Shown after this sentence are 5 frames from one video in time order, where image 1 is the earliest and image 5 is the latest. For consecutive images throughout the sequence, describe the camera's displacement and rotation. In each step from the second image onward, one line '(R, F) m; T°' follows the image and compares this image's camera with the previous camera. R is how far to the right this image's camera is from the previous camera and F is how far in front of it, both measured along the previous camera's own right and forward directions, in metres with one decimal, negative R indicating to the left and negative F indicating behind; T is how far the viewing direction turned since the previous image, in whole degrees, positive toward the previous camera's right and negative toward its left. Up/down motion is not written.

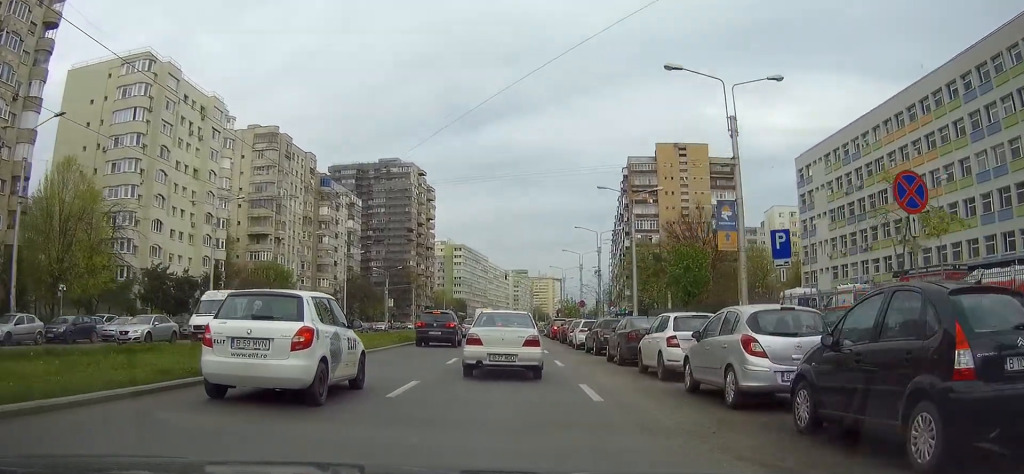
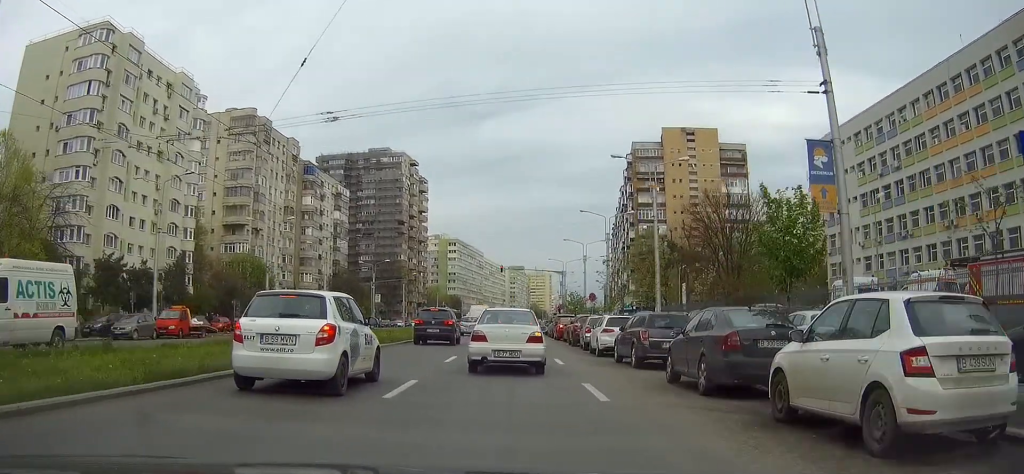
(+0.4, +9.3) m; +3°
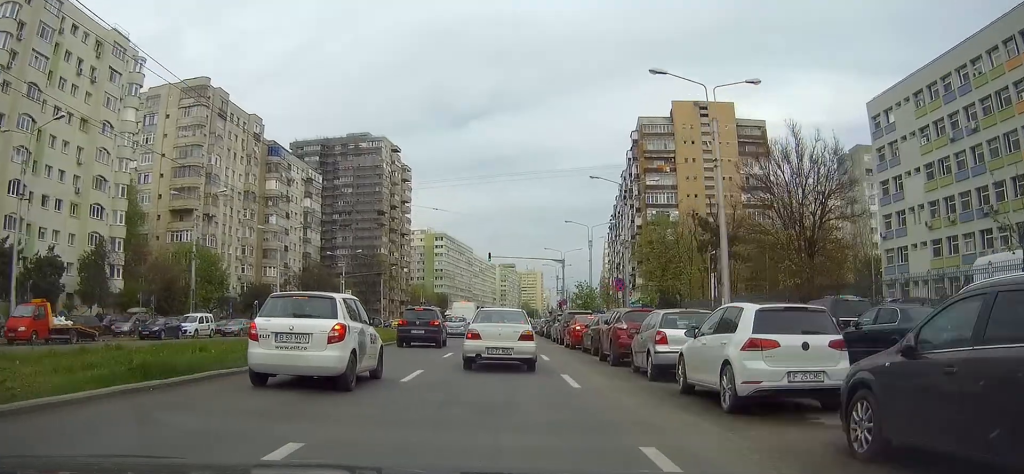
(-0.1, +16.2) m; -4°
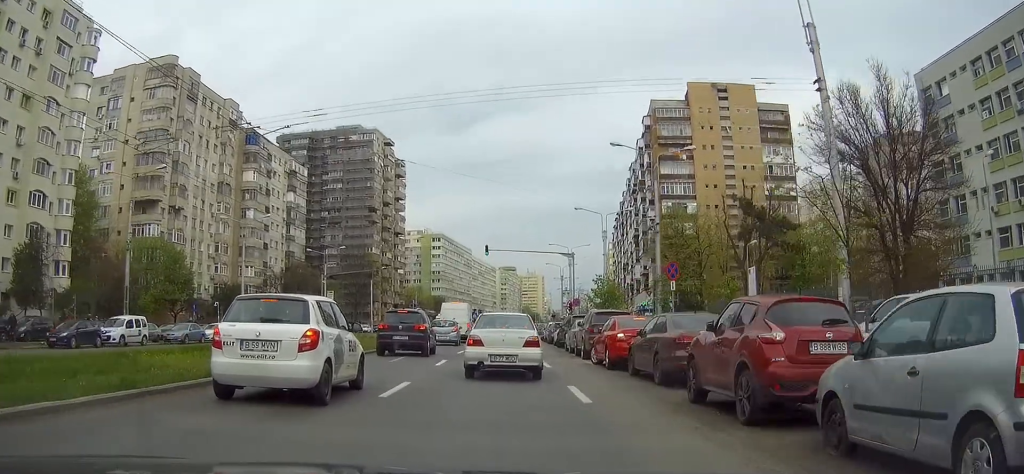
(-0.6, +11.2) m; +2°
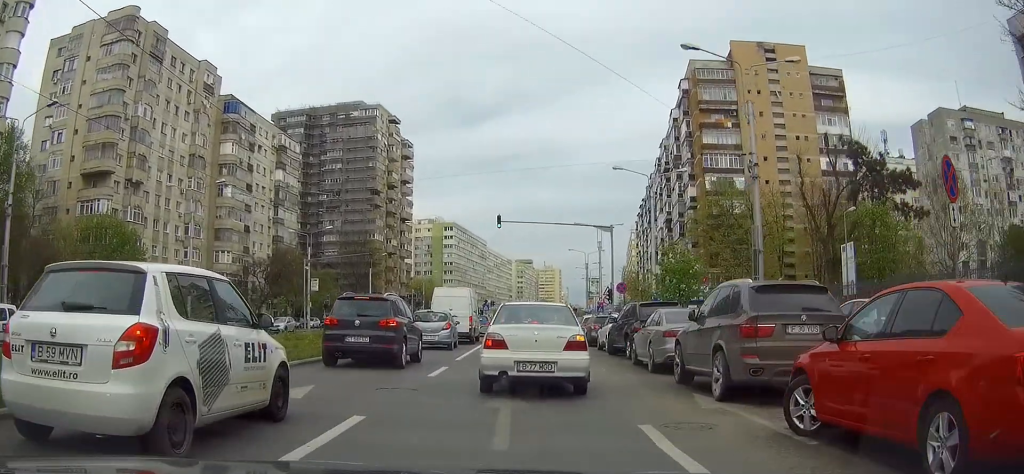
(+1.2, +14.9) m; +4°
